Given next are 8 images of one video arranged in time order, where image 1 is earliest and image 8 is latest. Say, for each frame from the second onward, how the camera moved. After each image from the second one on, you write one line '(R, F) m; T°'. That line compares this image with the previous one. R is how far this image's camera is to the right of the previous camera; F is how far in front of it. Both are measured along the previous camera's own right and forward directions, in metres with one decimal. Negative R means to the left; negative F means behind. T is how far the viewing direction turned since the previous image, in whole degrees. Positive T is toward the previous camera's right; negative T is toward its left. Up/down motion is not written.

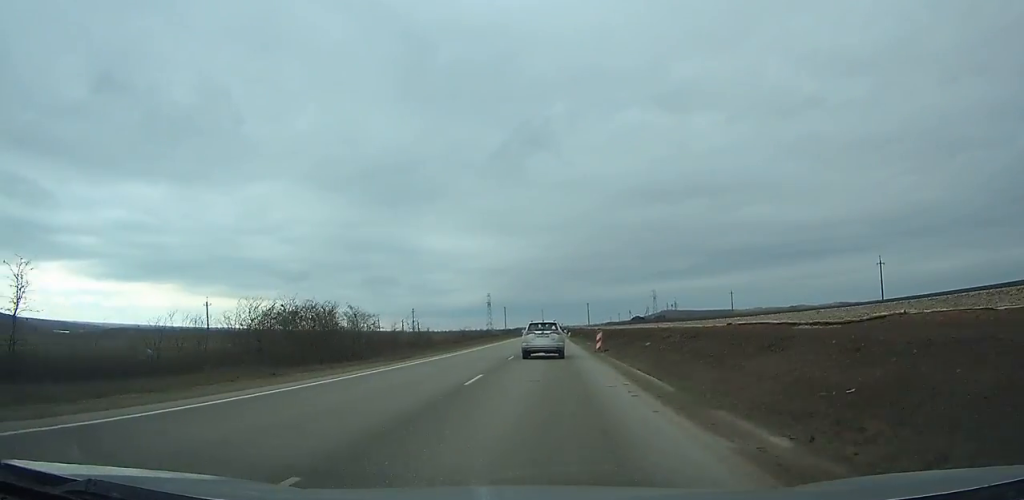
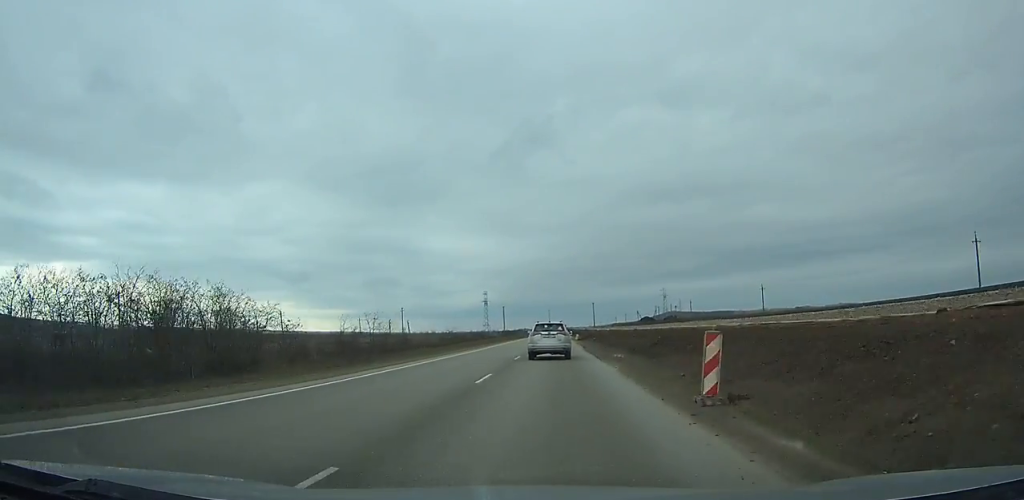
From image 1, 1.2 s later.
(-0.1, +23.1) m; 0°
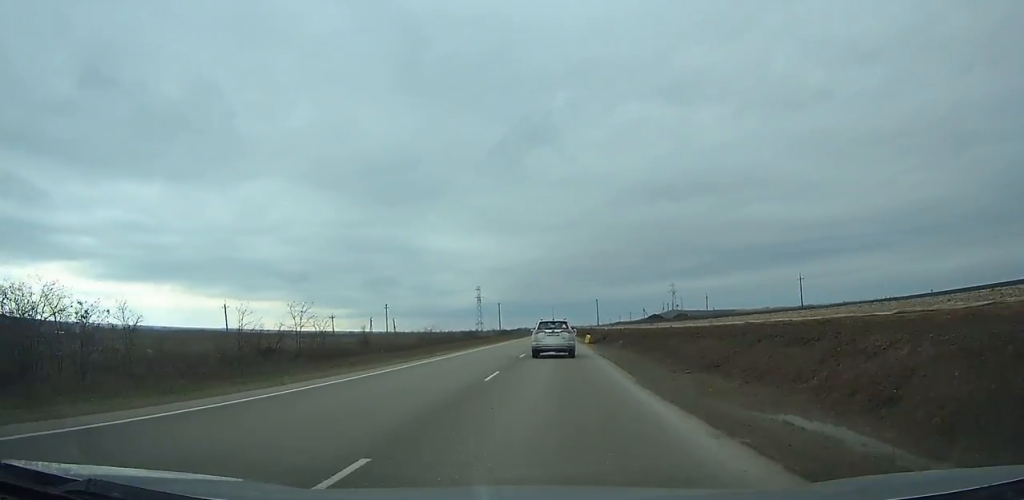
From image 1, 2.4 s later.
(-0.1, +23.1) m; 0°
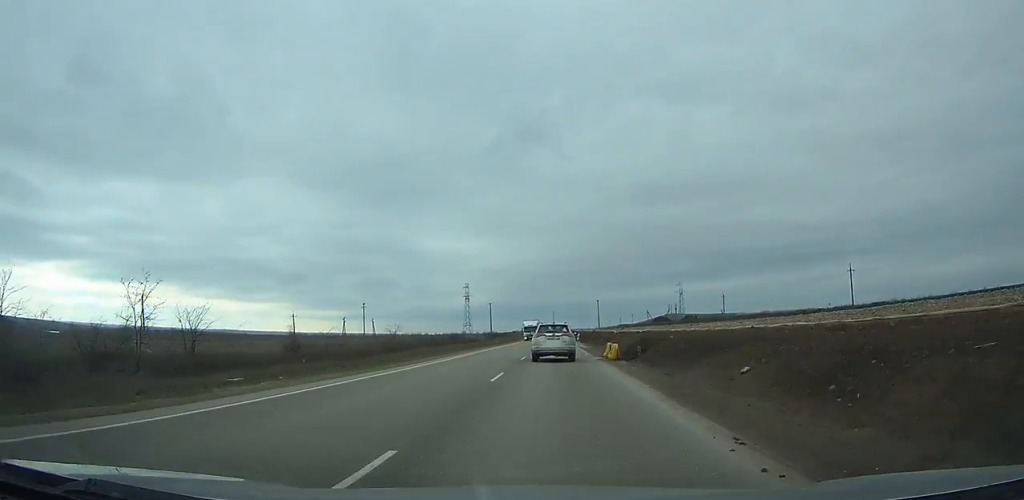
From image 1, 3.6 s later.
(0.0, +23.1) m; 0°
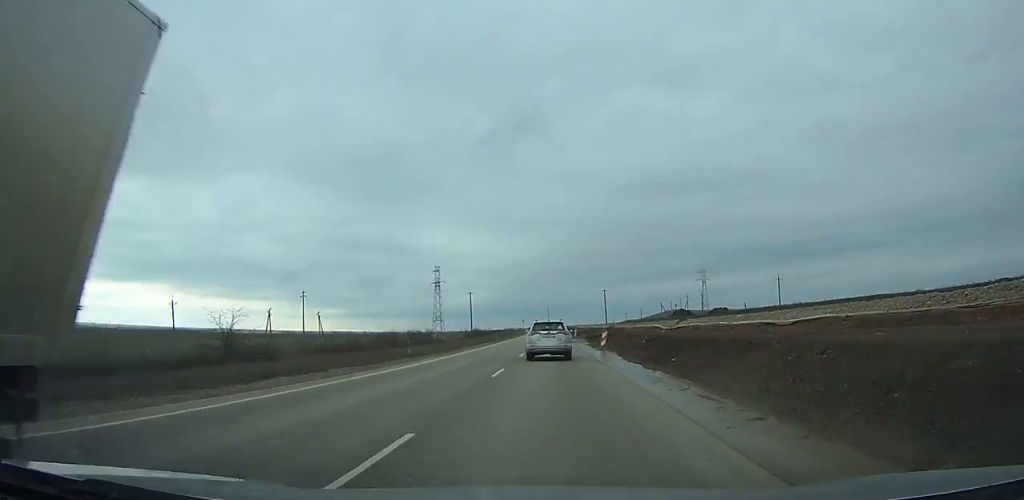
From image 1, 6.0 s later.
(+0.1, +46.1) m; 0°
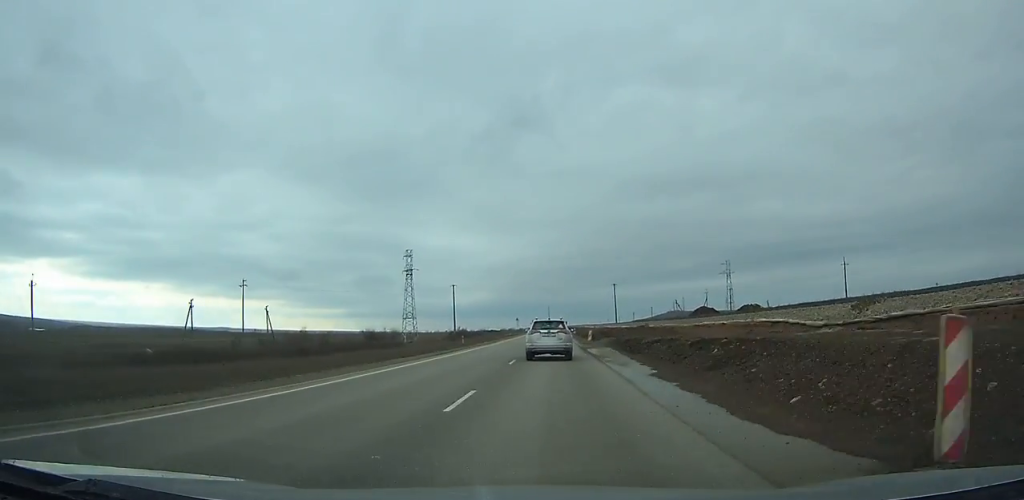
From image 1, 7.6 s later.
(0.0, +30.4) m; 0°
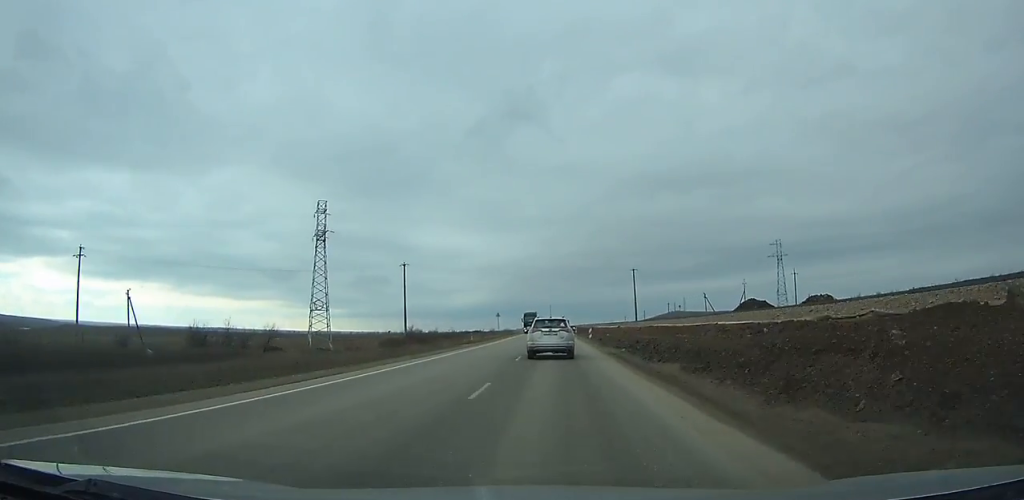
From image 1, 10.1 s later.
(-0.1, +46.2) m; 0°
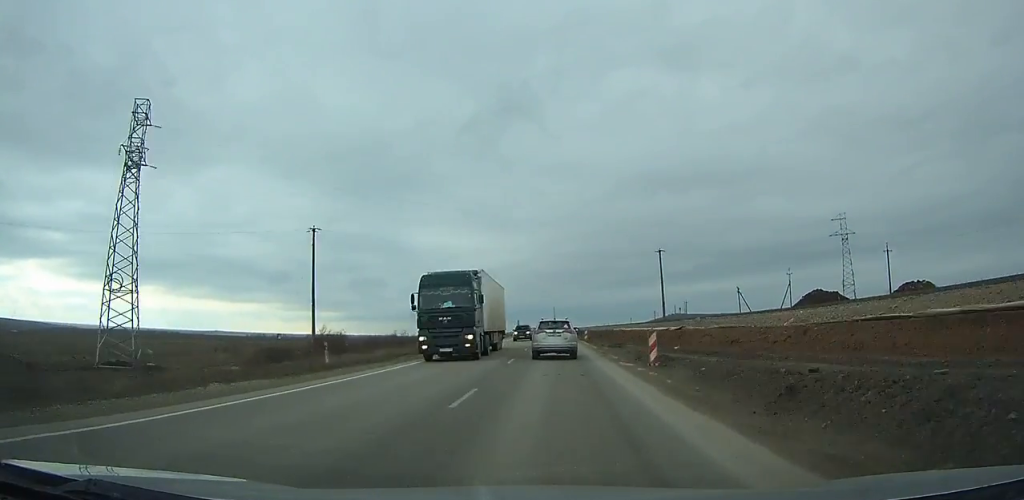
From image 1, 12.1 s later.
(+0.2, +37.1) m; +1°
